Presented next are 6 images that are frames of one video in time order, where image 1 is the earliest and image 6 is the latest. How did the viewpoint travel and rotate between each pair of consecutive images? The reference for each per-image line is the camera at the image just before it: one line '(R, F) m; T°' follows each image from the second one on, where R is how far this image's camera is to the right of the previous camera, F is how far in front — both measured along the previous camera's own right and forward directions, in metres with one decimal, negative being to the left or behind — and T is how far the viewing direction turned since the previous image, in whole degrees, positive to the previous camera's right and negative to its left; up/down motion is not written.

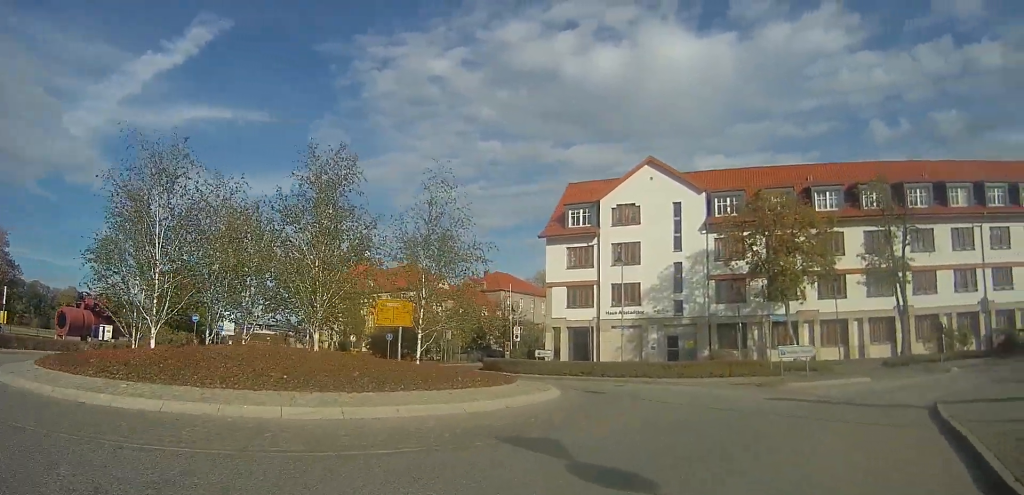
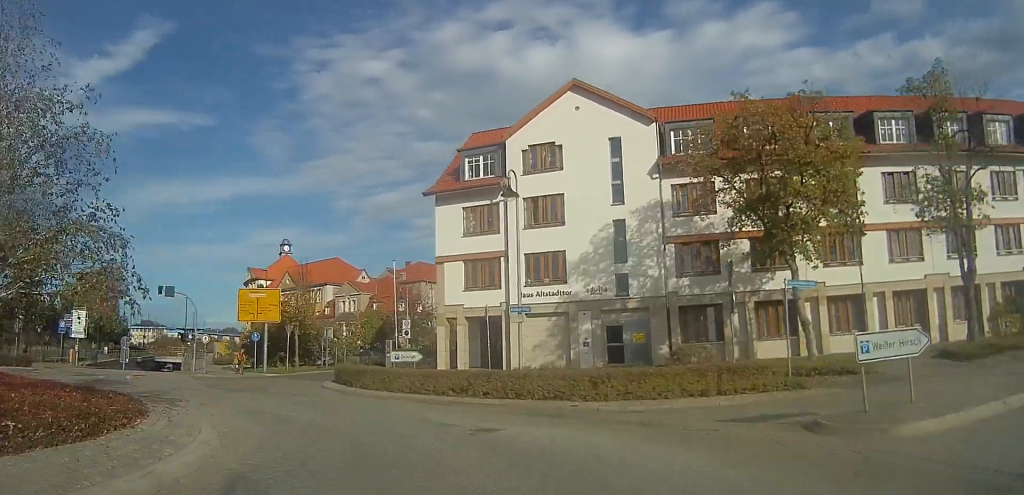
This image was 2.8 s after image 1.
(+2.9, +11.1) m; +20°
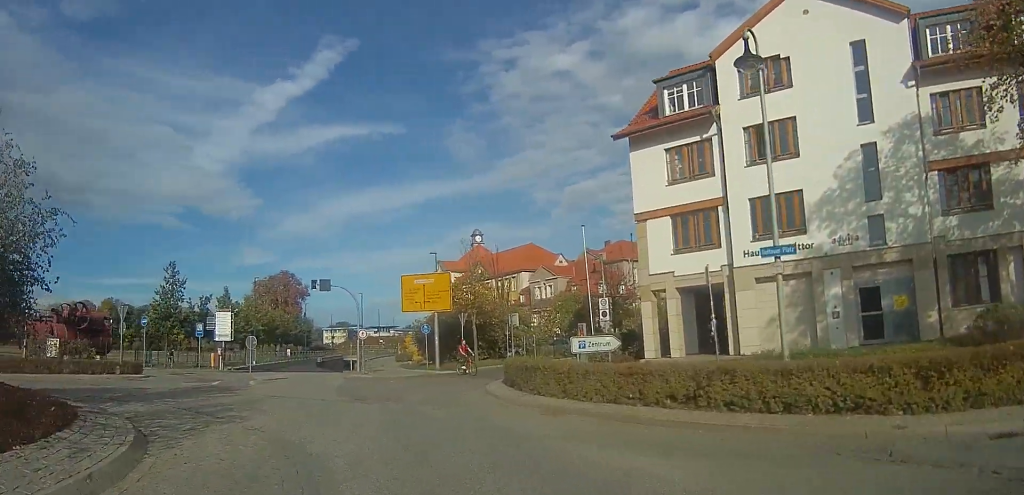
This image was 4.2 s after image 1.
(-0.8, +6.4) m; -25°
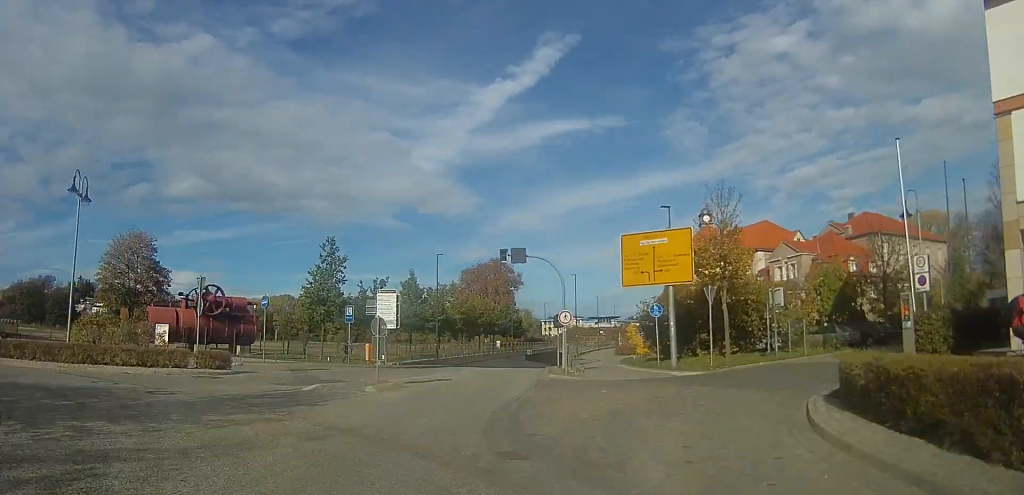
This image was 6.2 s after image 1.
(-3.6, +8.9) m; -26°
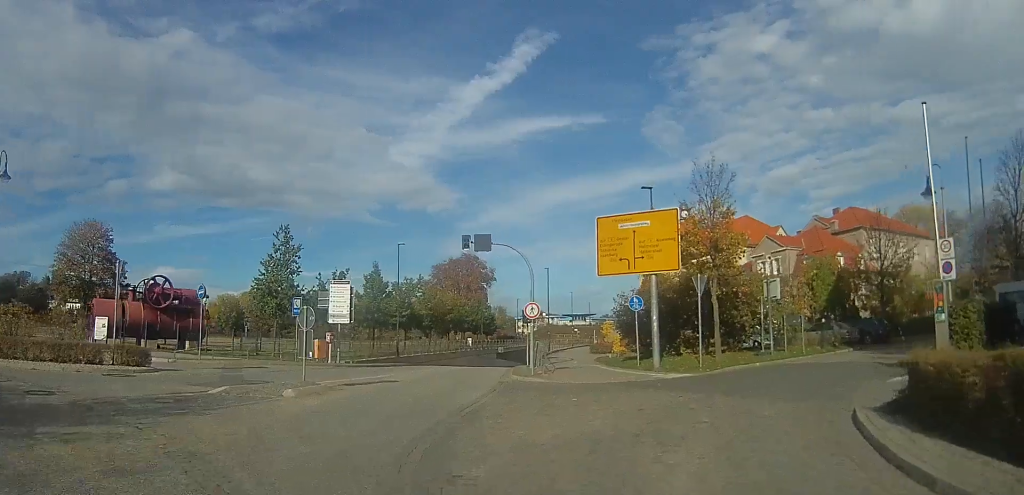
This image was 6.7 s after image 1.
(+0.1, +2.8) m; +5°
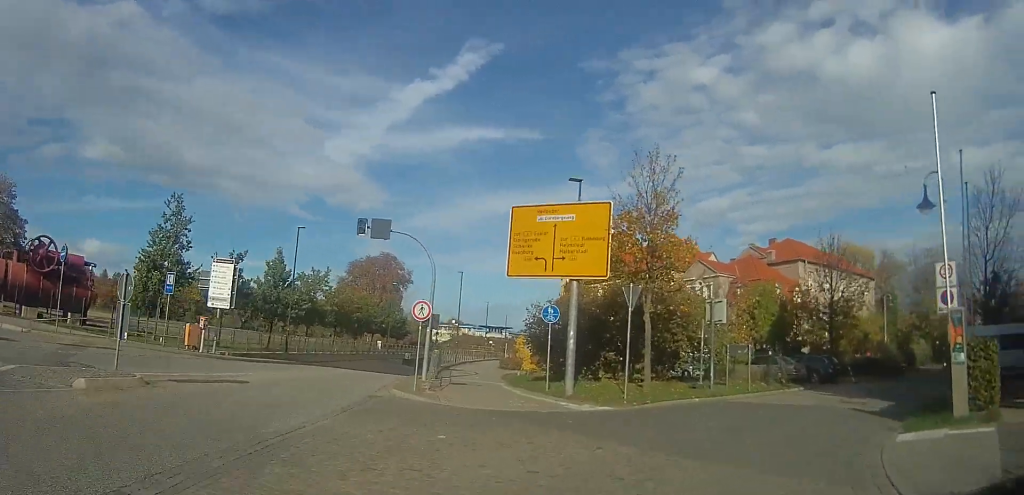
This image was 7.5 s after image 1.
(+0.2, +3.7) m; +9°
